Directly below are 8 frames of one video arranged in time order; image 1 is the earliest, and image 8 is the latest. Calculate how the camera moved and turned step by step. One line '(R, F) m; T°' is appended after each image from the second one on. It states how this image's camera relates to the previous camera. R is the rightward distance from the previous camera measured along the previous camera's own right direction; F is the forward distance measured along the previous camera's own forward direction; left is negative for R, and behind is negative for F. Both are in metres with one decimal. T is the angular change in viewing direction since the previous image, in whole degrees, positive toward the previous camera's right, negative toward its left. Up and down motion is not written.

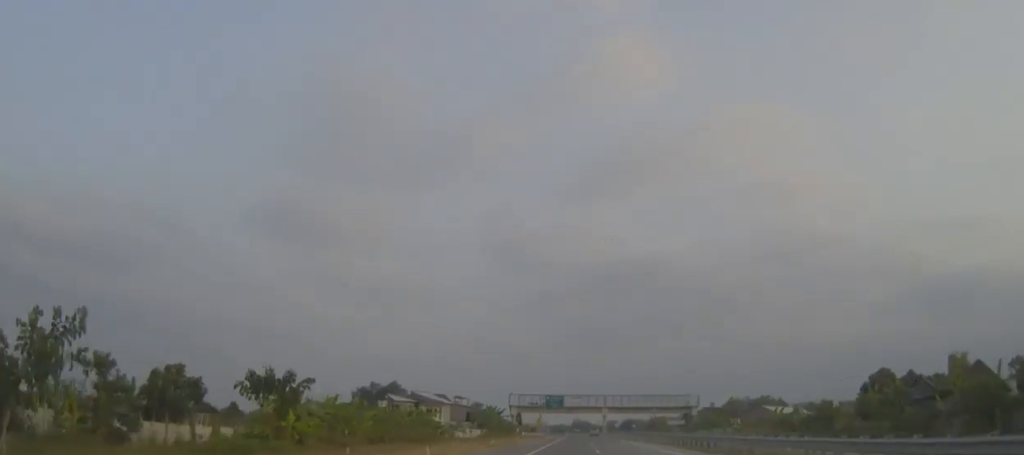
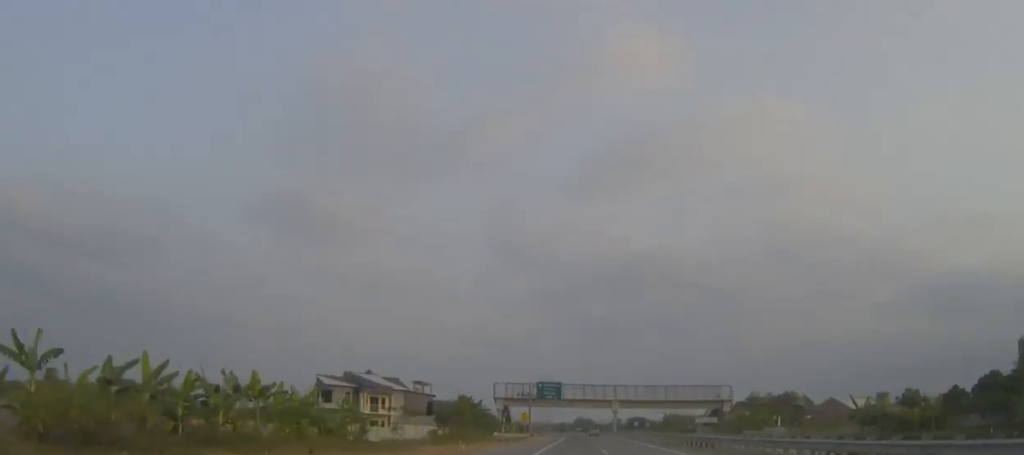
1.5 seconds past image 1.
(0.0, +40.6) m; 0°
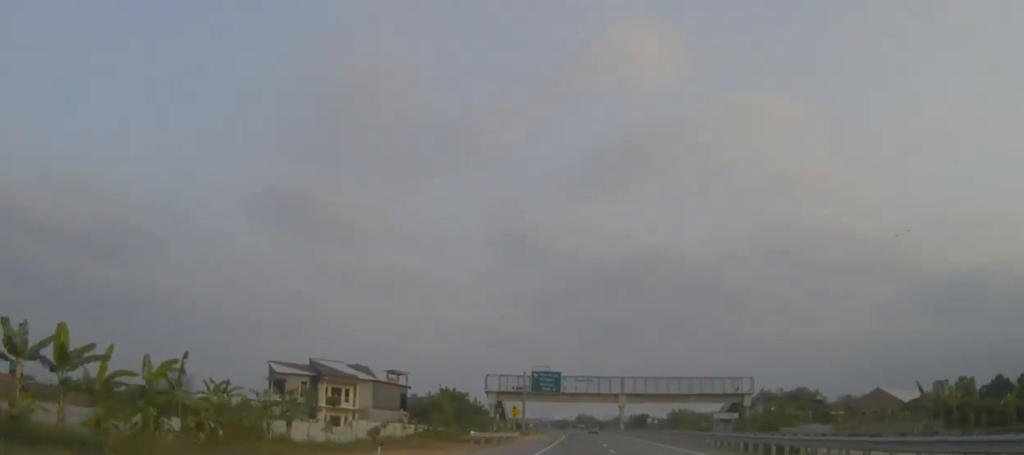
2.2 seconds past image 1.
(0.0, +17.6) m; 0°
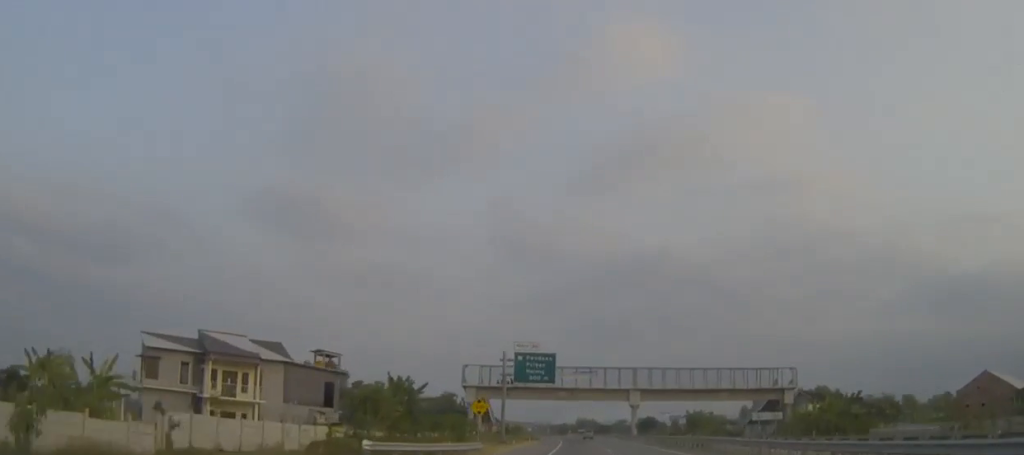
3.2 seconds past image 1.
(0.0, +27.7) m; 0°
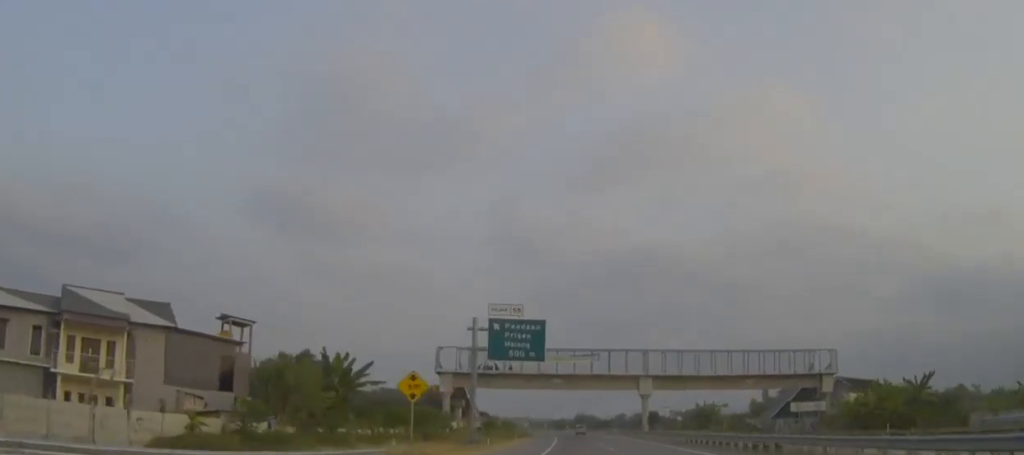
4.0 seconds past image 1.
(0.0, +18.9) m; 0°
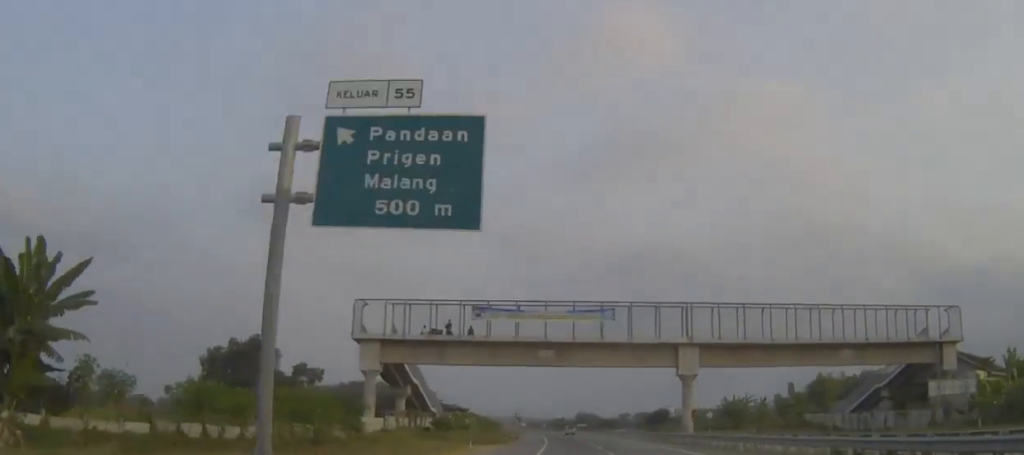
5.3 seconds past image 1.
(0.0, +33.7) m; 0°
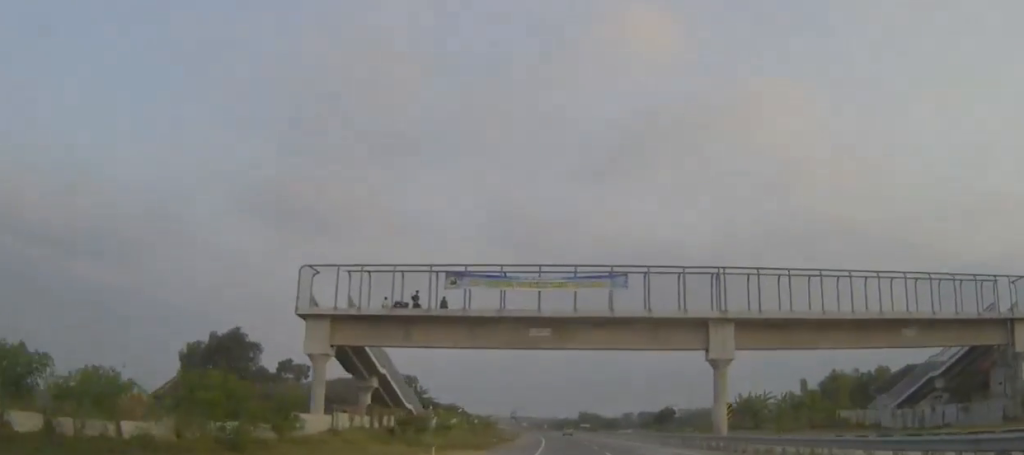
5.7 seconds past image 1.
(0.0, +12.1) m; 0°
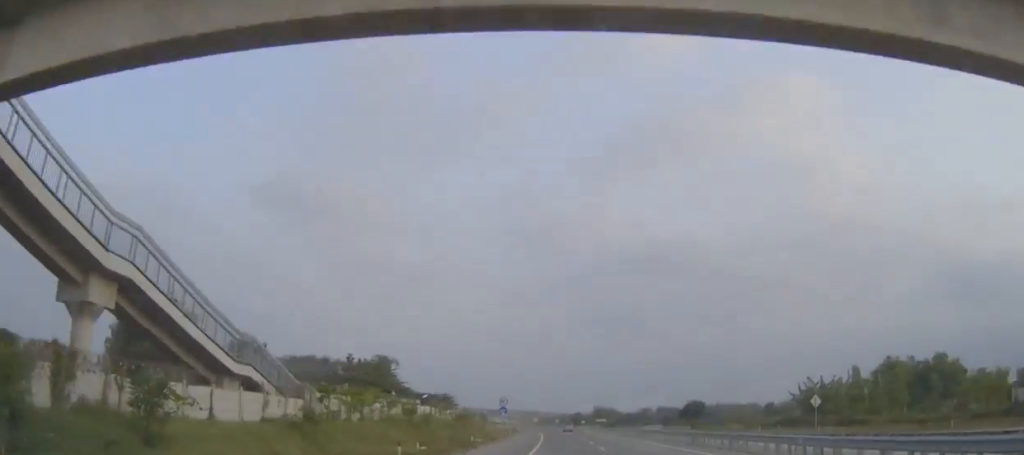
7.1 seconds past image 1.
(-0.1, +35.3) m; 0°
